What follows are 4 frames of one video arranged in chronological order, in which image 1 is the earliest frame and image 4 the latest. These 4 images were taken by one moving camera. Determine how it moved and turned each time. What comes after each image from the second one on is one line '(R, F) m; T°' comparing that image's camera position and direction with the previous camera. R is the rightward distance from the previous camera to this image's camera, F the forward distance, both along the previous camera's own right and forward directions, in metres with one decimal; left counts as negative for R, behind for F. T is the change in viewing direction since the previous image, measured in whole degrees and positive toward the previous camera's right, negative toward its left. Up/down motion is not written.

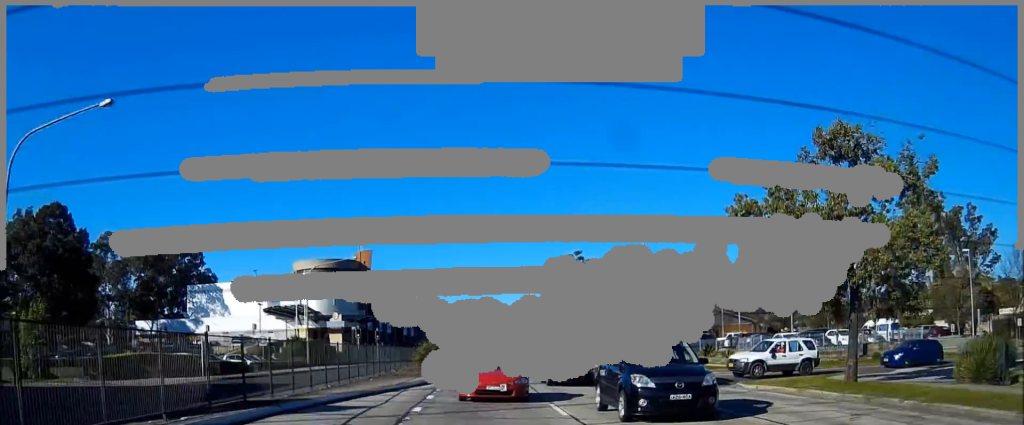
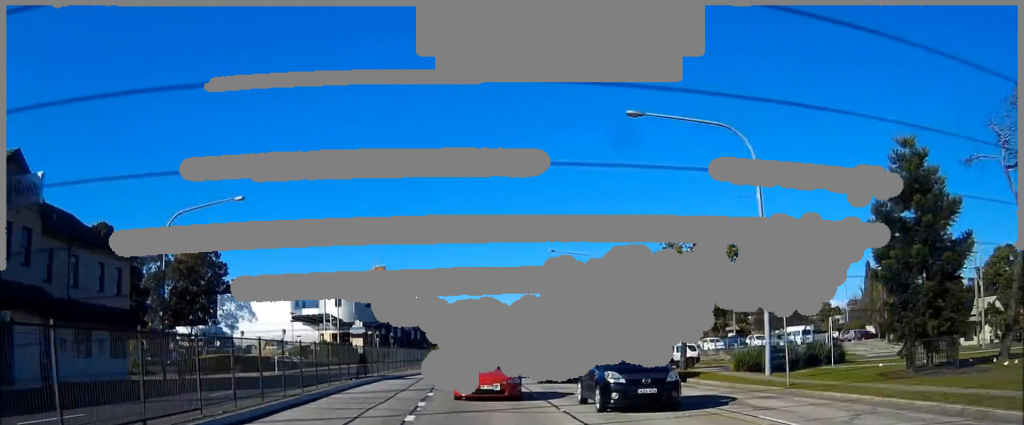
(-0.2, +18.1) m; 0°
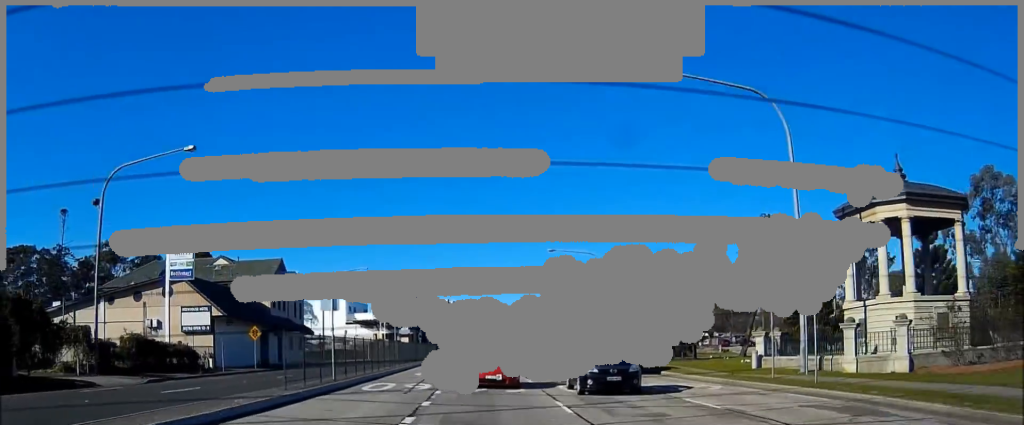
(-0.3, +42.3) m; -1°
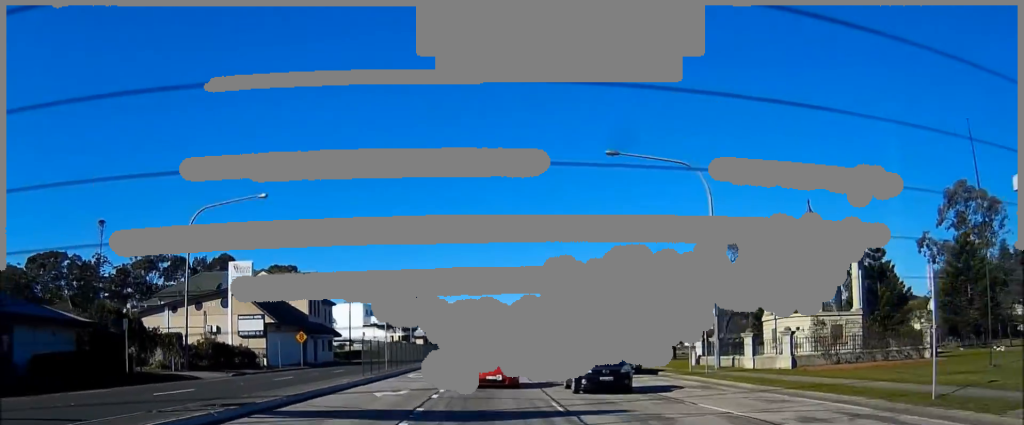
(-0.1, +11.1) m; 0°
